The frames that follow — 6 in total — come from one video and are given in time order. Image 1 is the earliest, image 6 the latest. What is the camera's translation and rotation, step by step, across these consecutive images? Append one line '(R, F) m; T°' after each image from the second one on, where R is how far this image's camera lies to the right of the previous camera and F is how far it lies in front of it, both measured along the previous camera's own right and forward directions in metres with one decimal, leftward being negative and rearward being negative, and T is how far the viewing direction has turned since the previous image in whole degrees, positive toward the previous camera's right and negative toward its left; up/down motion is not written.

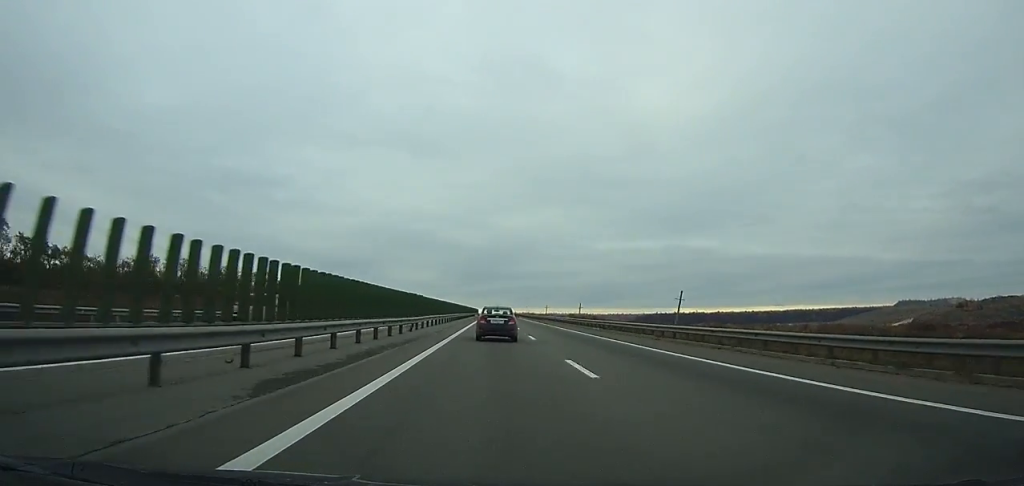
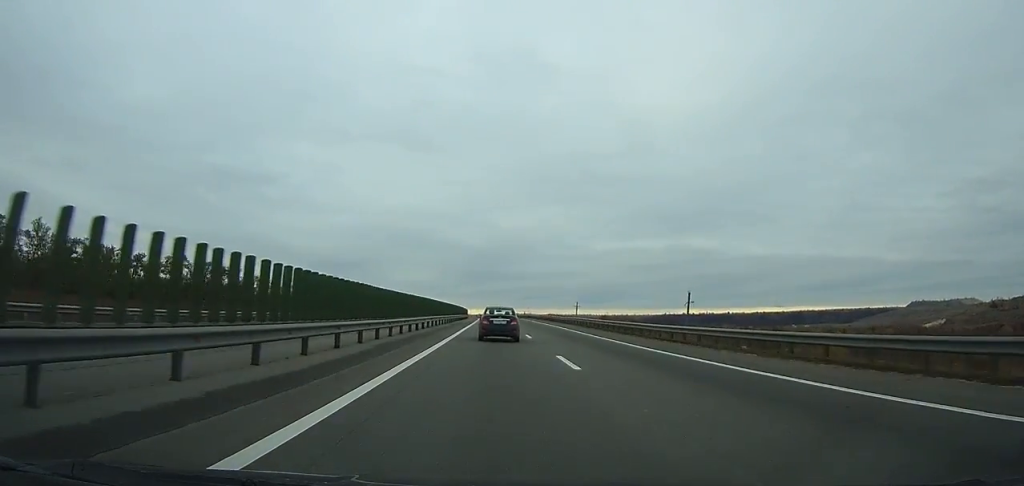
(-0.1, +105.6) m; 0°
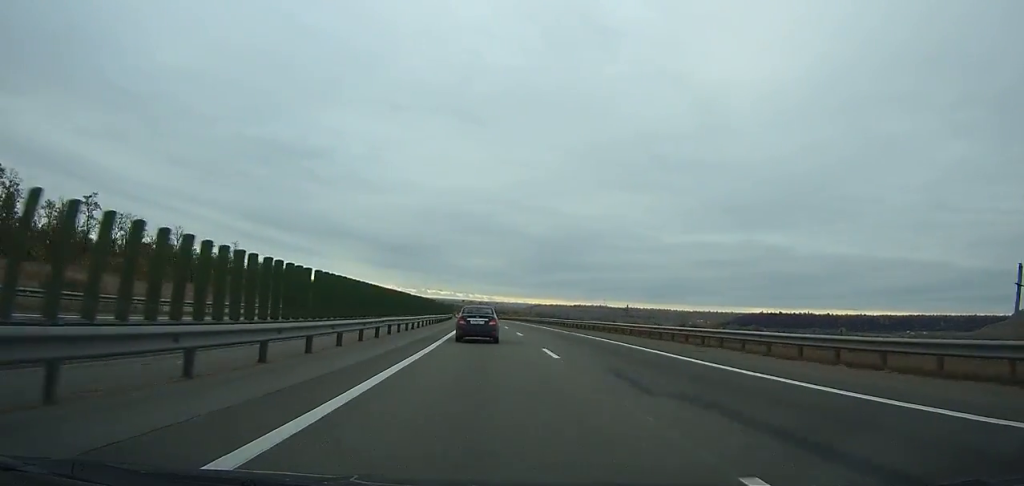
(-10.6, +285.3) m; -6°
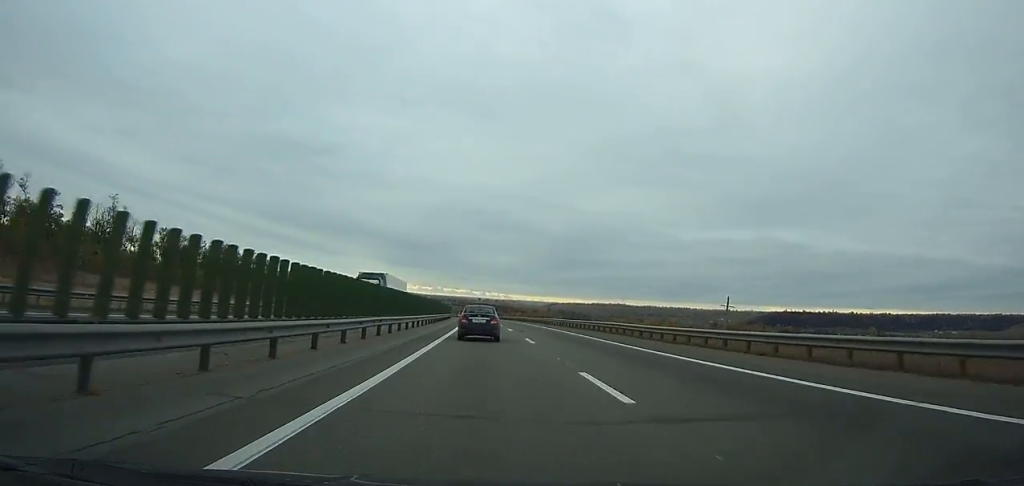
(-1.5, +56.8) m; -2°
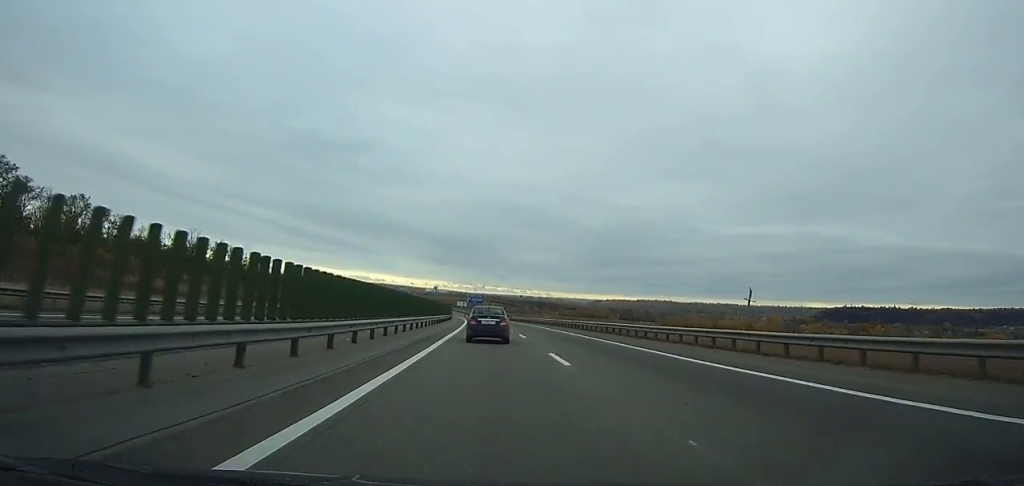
(-4.0, +124.0) m; -4°
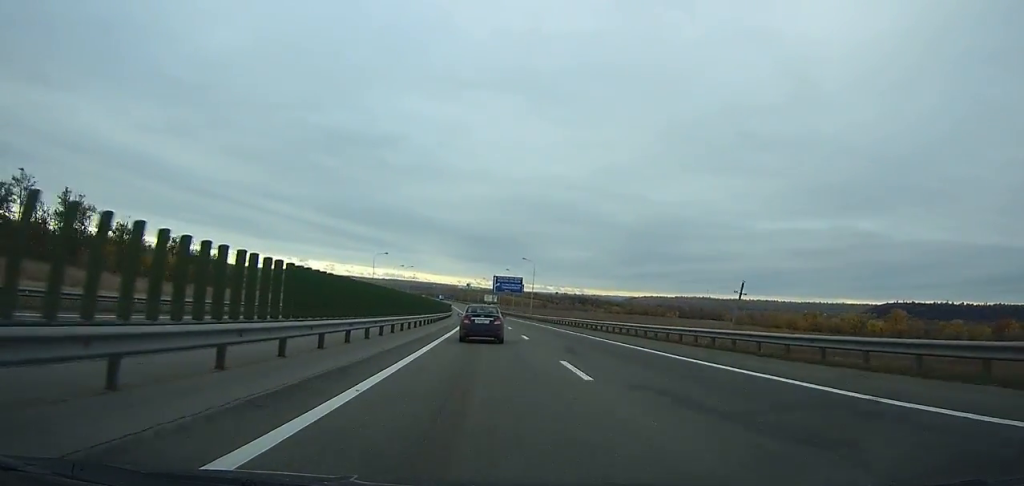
(-2.9, +98.3) m; -3°
